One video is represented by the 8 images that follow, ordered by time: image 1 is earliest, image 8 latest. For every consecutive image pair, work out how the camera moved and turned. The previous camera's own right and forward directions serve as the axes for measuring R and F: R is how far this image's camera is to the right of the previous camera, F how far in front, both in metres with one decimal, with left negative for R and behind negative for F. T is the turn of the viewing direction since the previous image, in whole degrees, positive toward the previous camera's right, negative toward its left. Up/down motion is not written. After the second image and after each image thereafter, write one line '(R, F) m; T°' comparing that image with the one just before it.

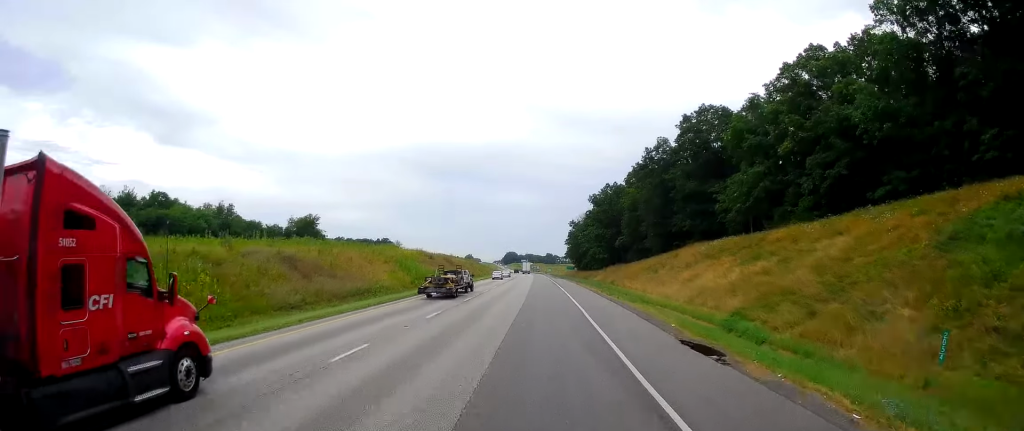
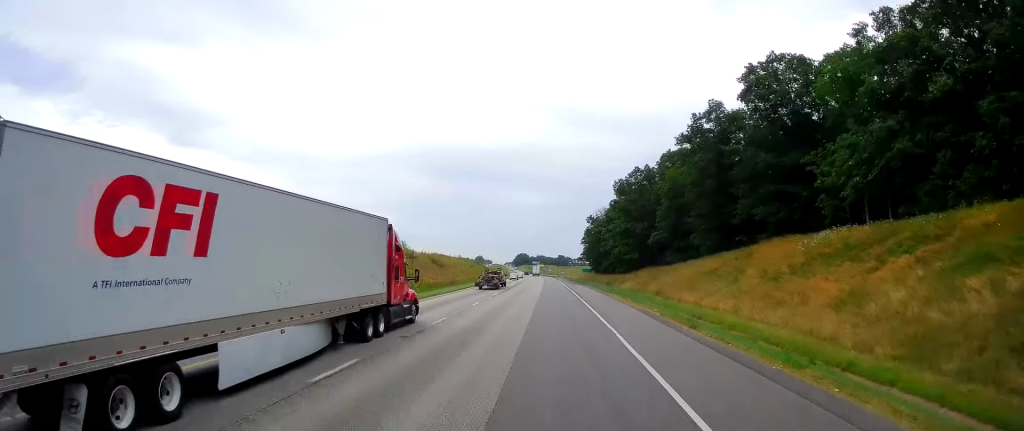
(-0.3, +28.0) m; -3°
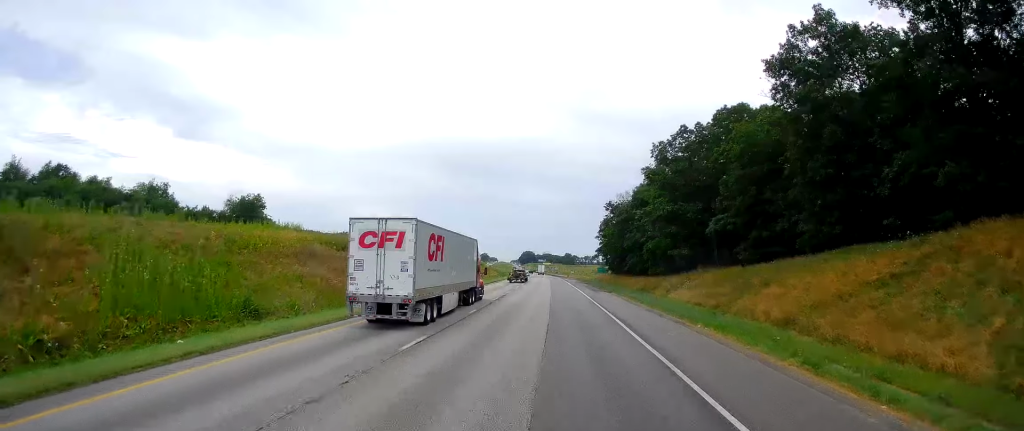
(-0.6, +33.5) m; +1°
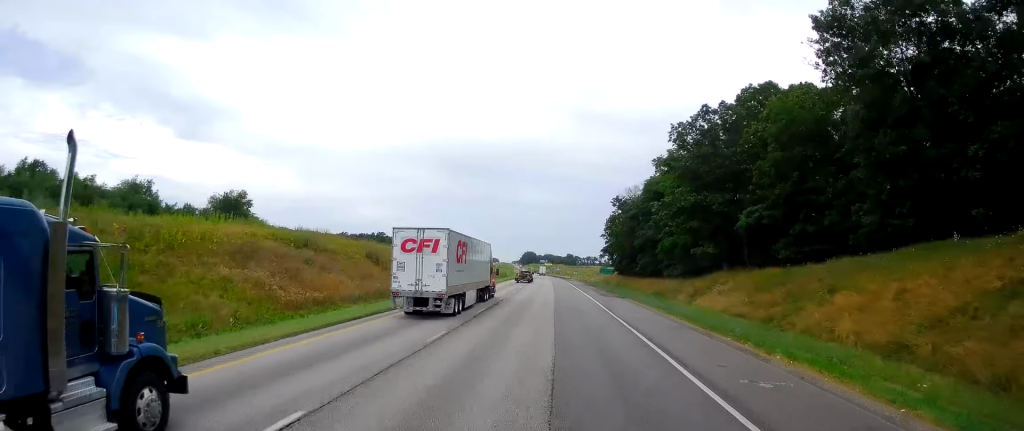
(+0.1, +10.5) m; 0°
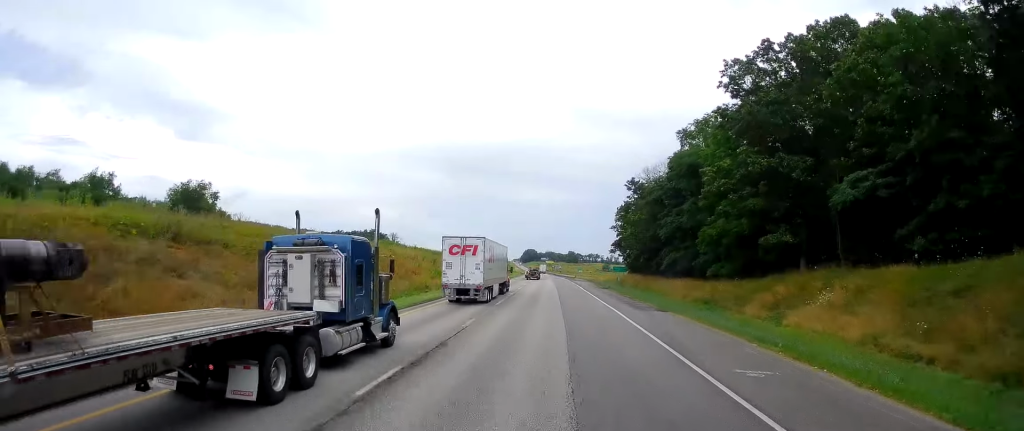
(+0.1, +20.7) m; 0°
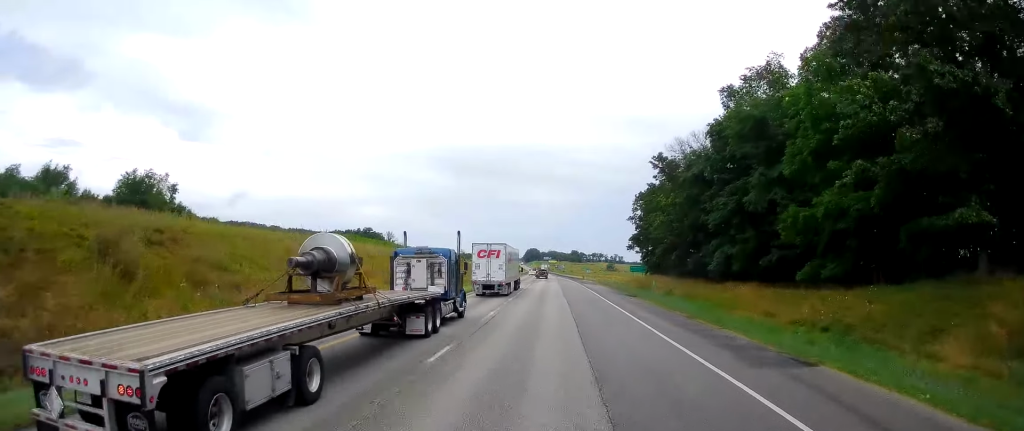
(-0.3, +21.6) m; -1°
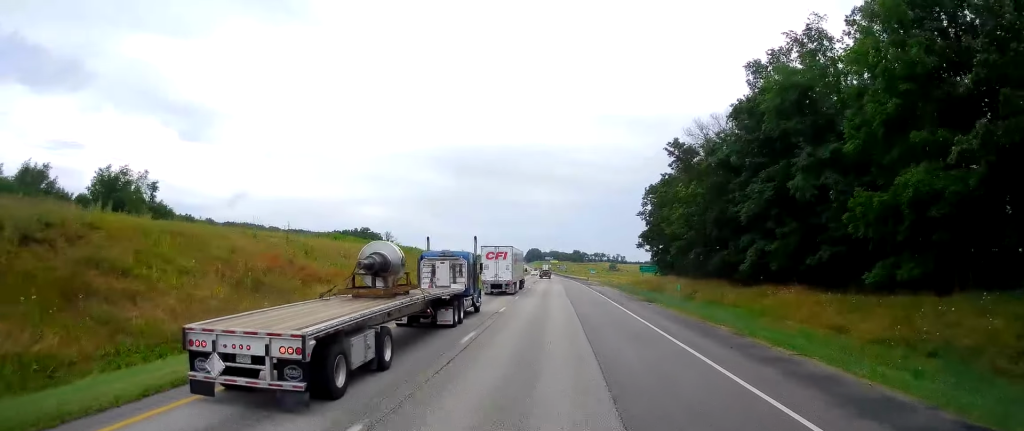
(0.0, +8.8) m; 0°
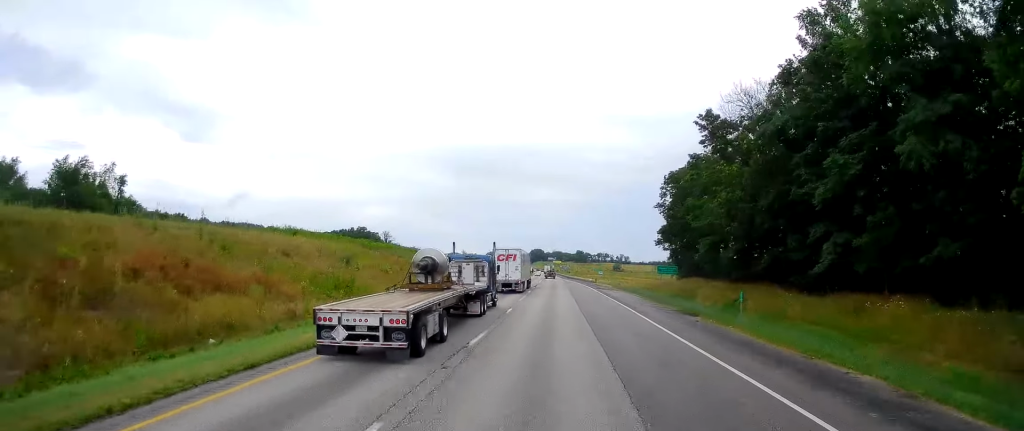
(0.0, +13.2) m; 0°
